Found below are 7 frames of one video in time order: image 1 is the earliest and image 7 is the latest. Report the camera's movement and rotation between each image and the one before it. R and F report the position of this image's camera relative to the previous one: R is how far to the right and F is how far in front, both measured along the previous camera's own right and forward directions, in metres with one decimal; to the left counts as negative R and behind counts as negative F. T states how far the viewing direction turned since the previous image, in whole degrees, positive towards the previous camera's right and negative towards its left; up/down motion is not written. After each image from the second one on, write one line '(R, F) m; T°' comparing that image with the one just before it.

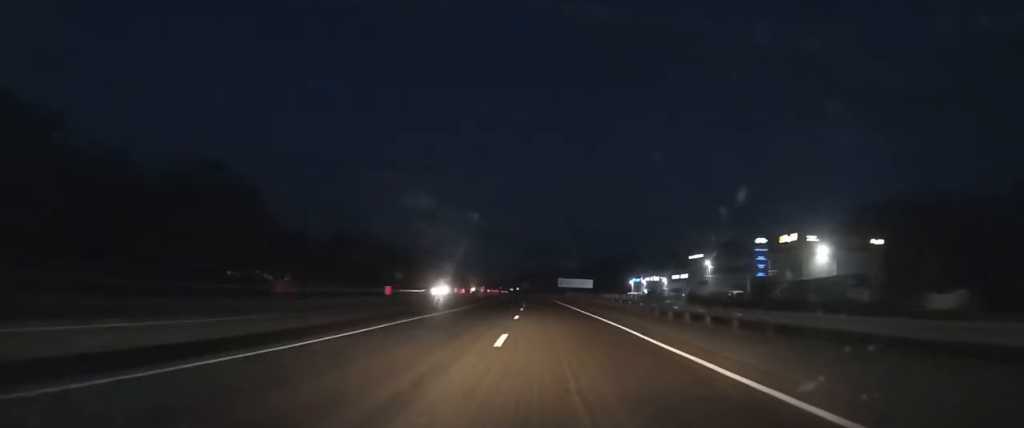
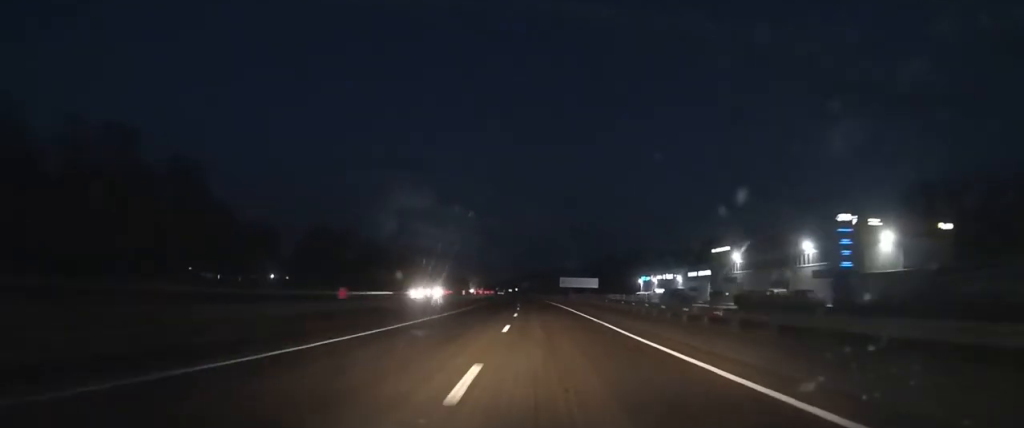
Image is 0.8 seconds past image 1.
(0.0, +19.5) m; 0°
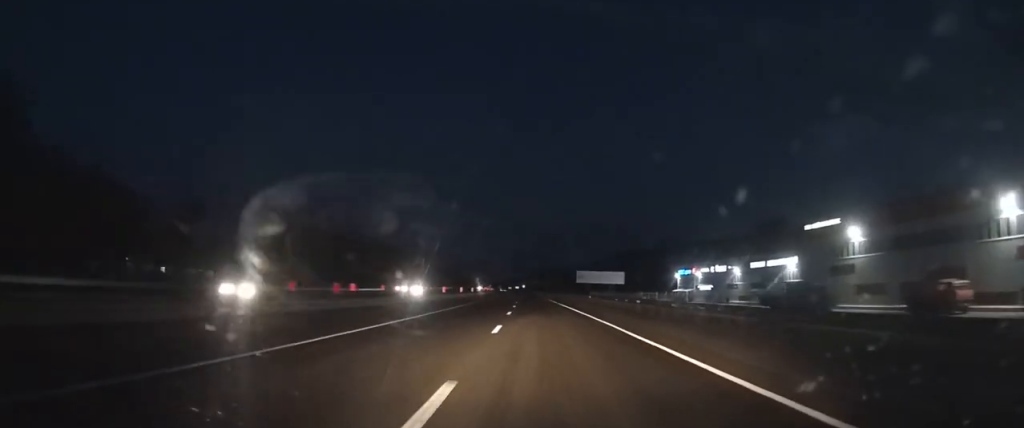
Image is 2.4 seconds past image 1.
(-0.2, +44.4) m; -1°
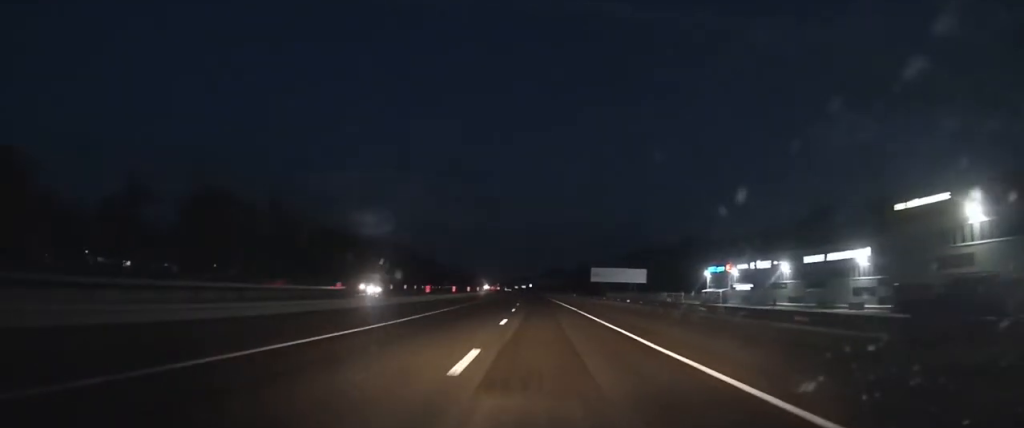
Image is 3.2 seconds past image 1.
(-0.1, +21.7) m; -1°
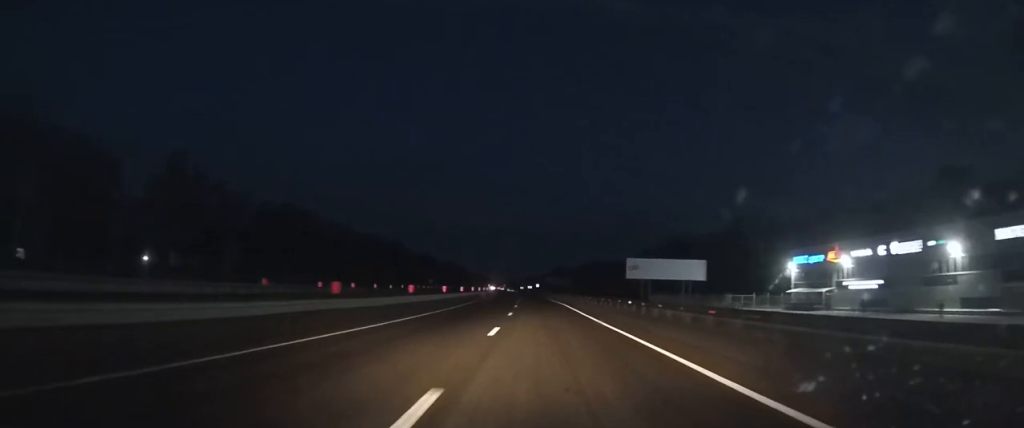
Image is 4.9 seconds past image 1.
(-0.5, +39.2) m; -1°
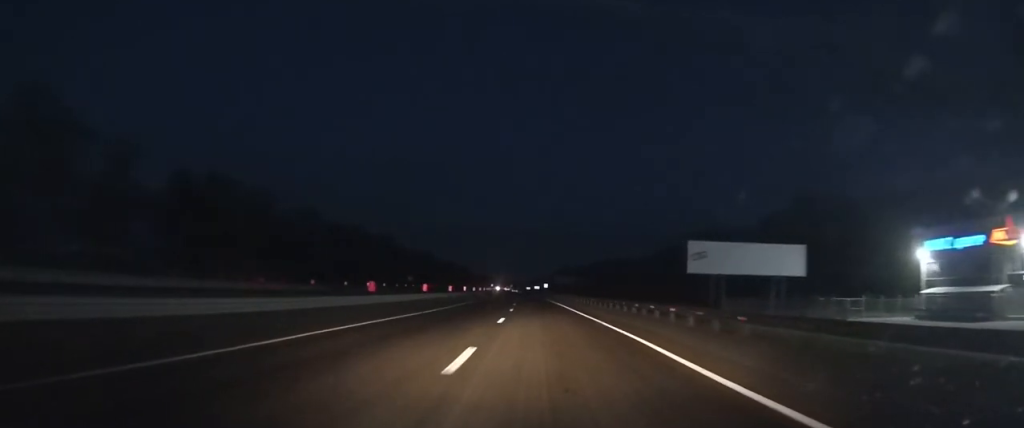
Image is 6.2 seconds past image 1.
(-0.1, +32.3) m; -1°
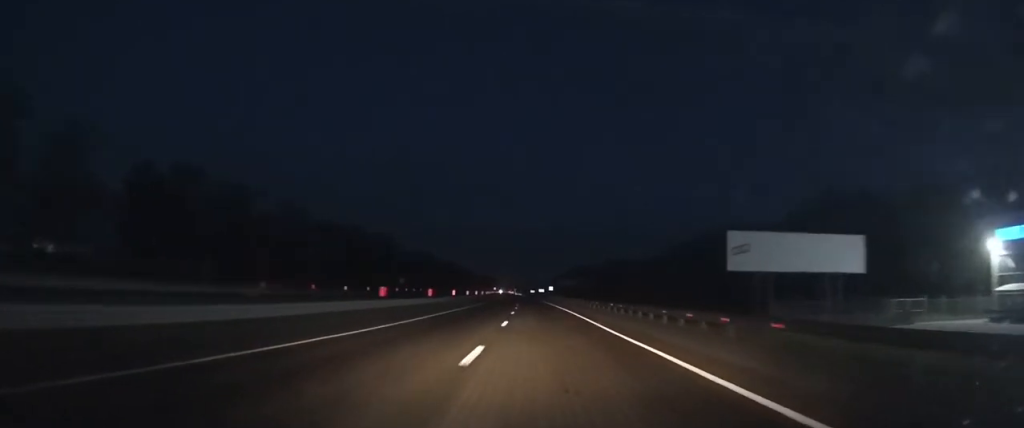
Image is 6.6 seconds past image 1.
(-0.1, +10.0) m; 0°
